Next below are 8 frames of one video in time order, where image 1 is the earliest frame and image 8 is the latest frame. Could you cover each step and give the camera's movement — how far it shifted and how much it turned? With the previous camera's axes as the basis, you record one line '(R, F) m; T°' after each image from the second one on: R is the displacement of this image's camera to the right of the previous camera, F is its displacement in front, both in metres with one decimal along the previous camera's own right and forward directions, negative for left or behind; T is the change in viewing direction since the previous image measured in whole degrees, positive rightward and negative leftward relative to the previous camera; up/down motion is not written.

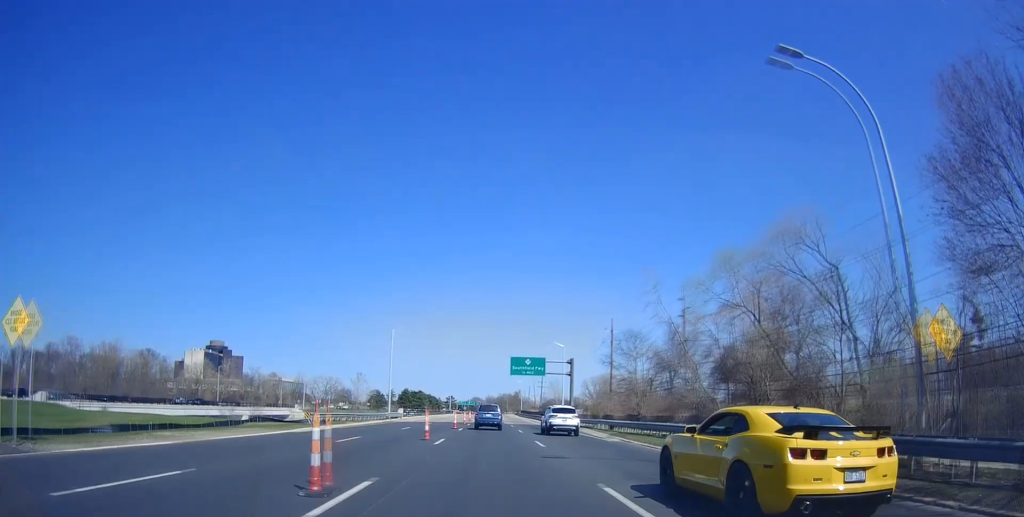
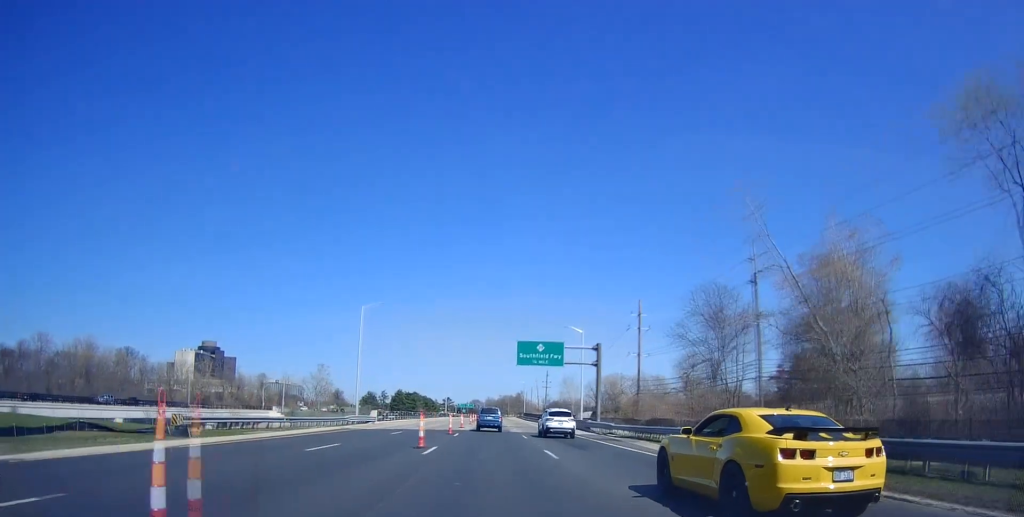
(0.0, +19.6) m; 0°
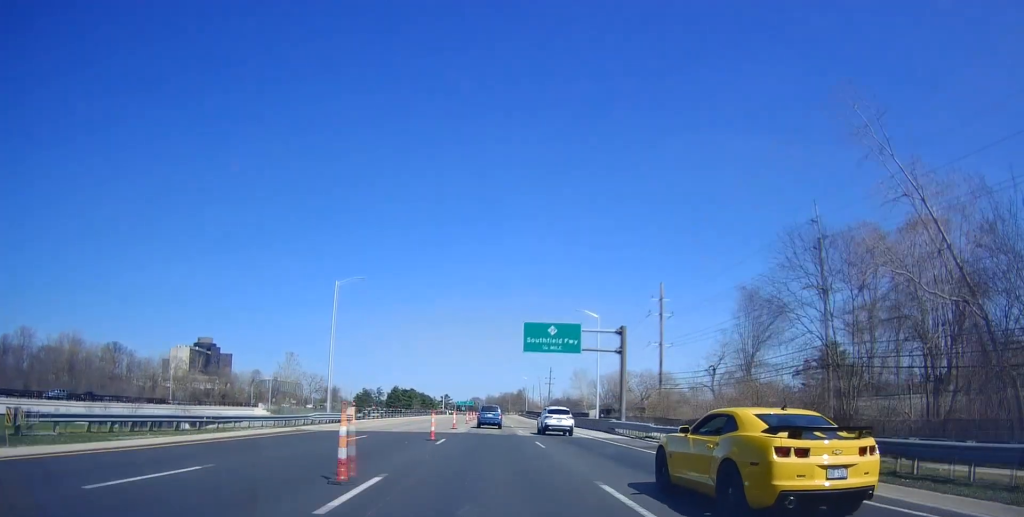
(0.0, +10.8) m; -1°
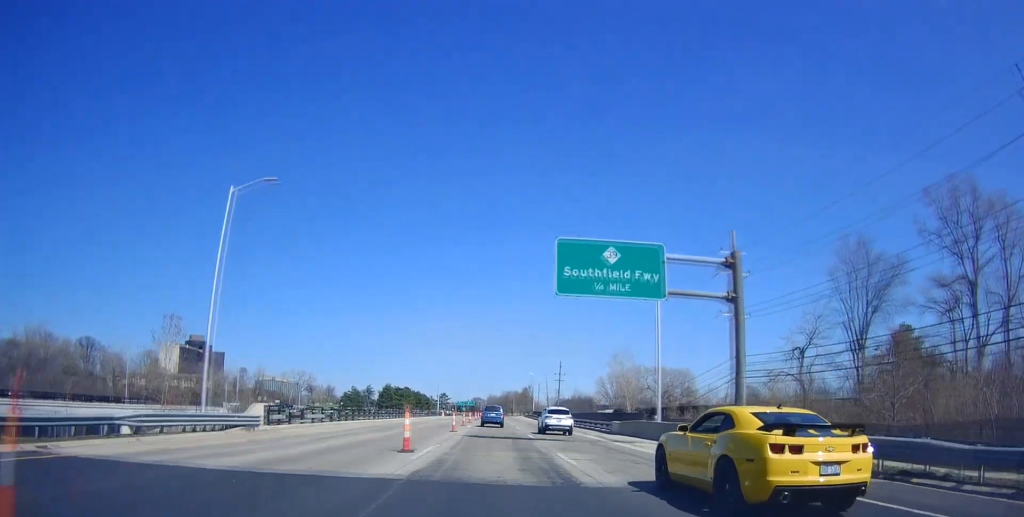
(-0.3, +22.6) m; -1°
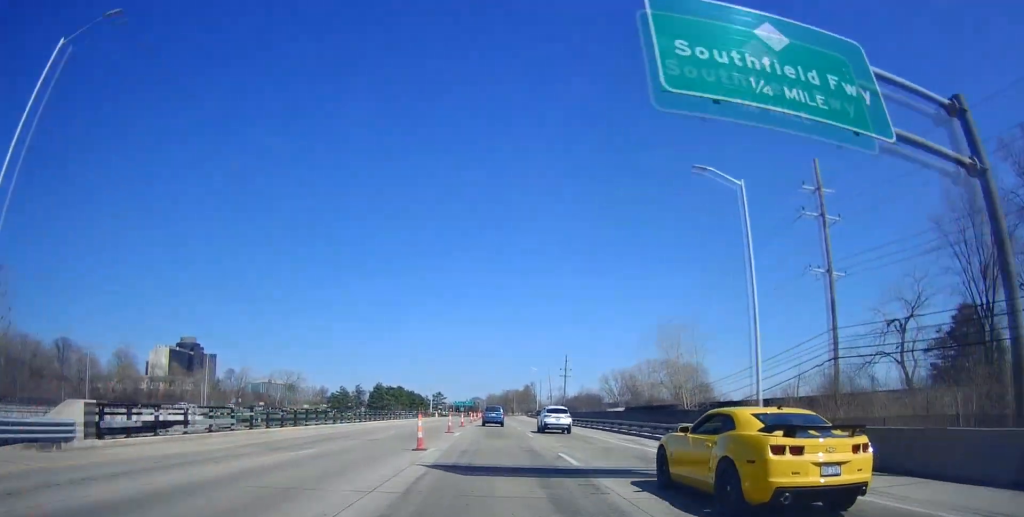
(0.0, +15.9) m; 0°
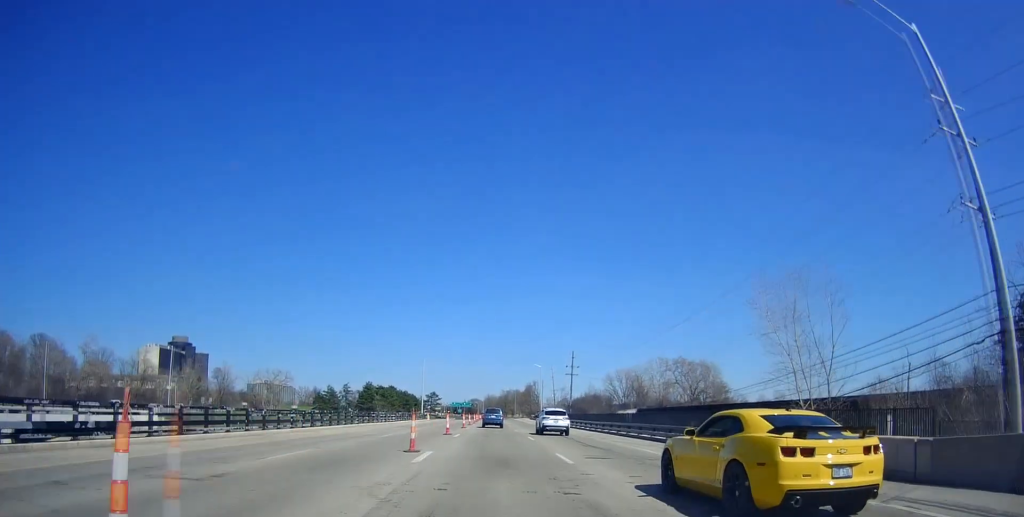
(+0.4, +14.8) m; 0°
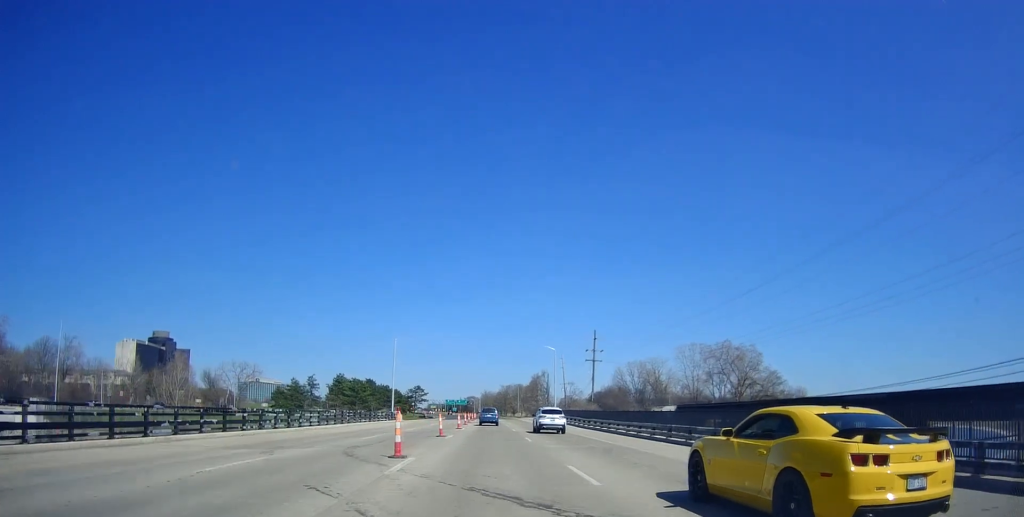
(0.0, +33.4) m; +1°
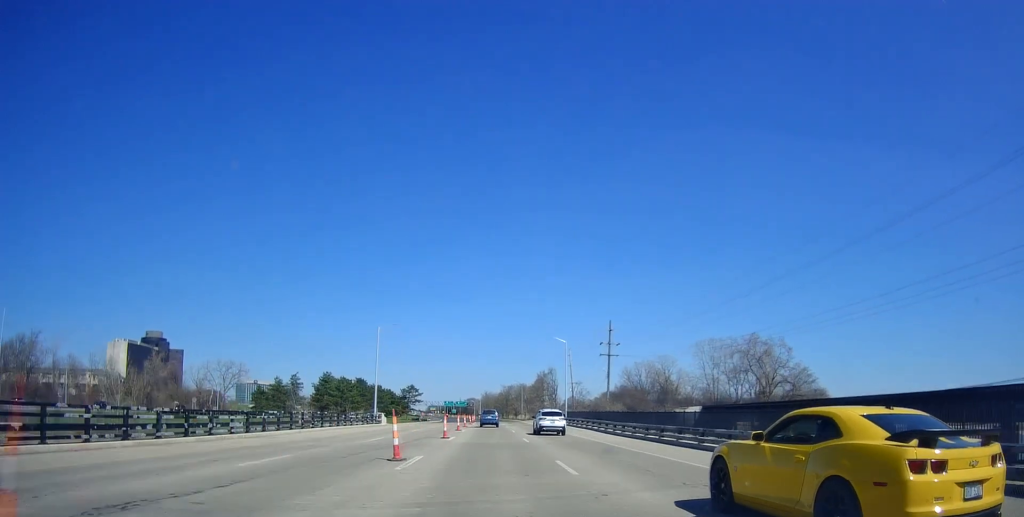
(+0.1, +13.6) m; 0°
